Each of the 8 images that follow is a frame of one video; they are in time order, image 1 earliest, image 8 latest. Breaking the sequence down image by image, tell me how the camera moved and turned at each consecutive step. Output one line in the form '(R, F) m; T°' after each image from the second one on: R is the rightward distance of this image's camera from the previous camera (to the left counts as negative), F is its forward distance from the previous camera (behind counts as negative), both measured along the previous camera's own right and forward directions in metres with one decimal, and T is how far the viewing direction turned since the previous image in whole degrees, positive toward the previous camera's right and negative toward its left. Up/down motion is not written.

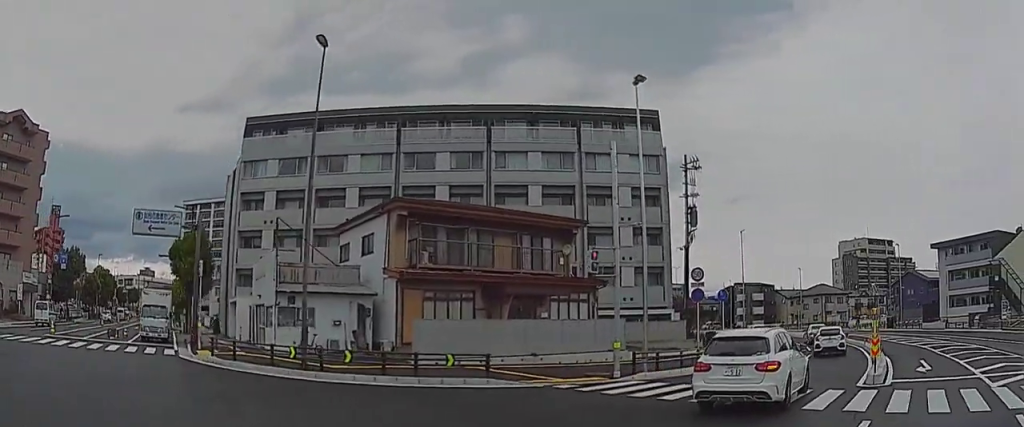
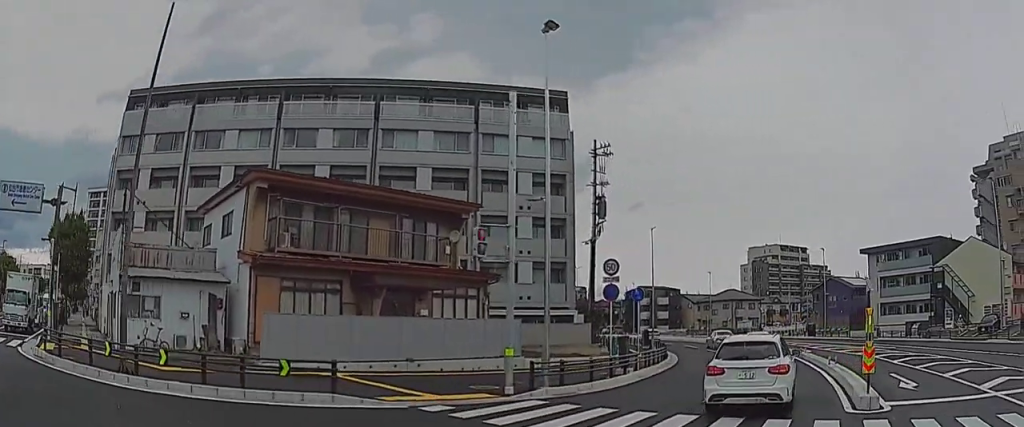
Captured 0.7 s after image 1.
(+0.7, +4.4) m; +9°
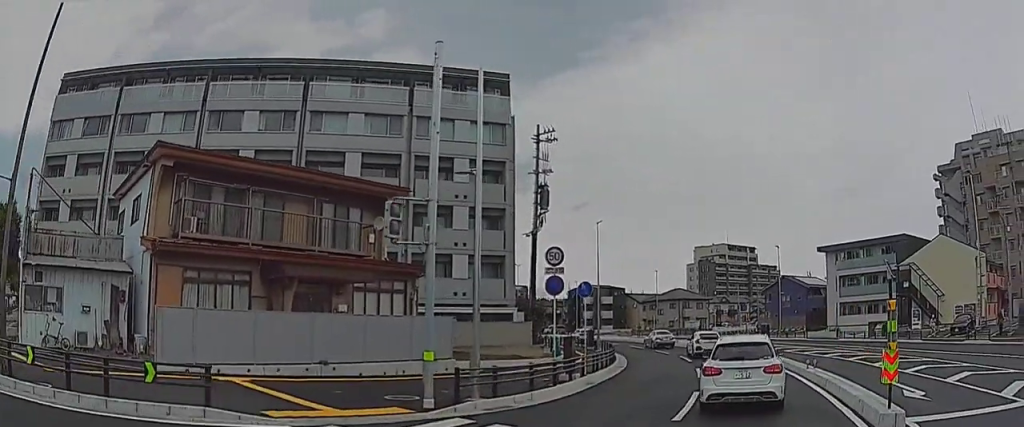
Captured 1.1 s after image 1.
(0.0, +2.6) m; 0°
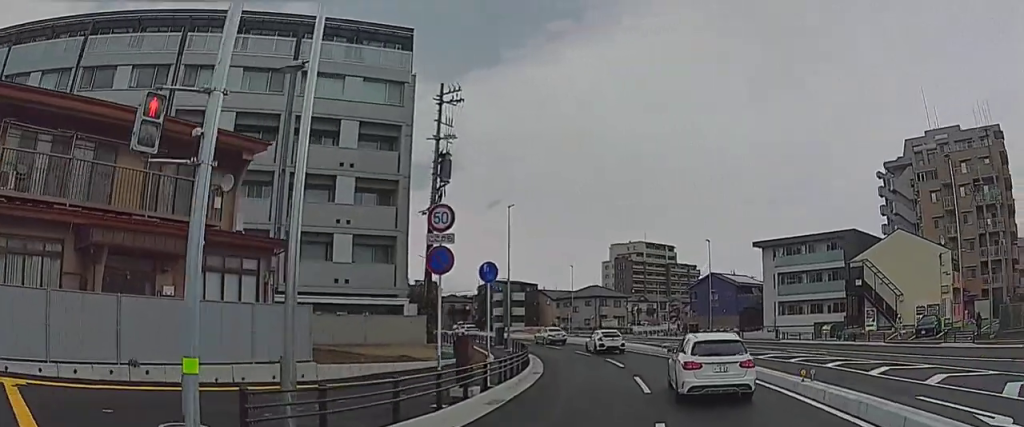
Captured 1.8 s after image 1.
(0.0, +4.8) m; +3°
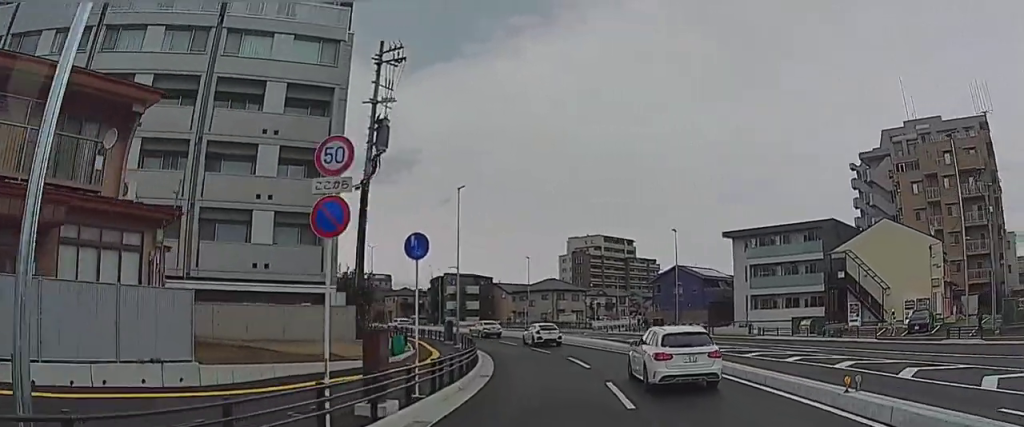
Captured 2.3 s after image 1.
(-0.1, +3.4) m; +4°
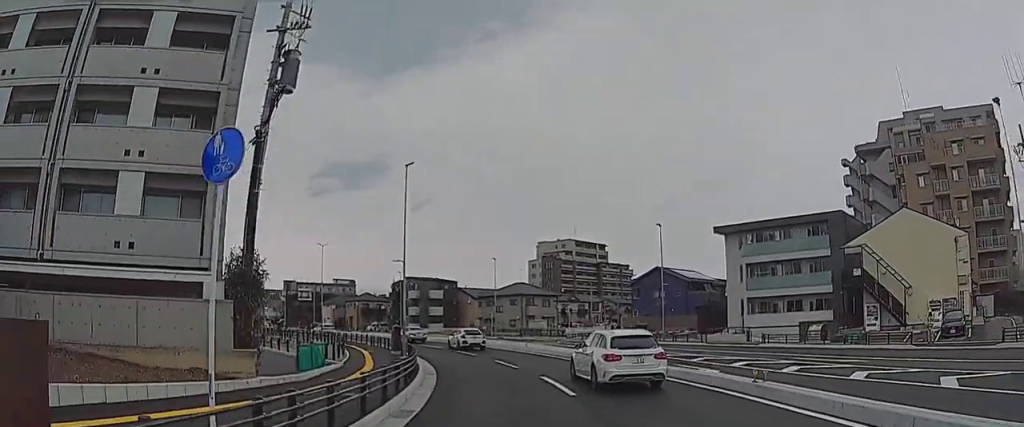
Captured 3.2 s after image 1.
(+0.5, +5.3) m; +4°
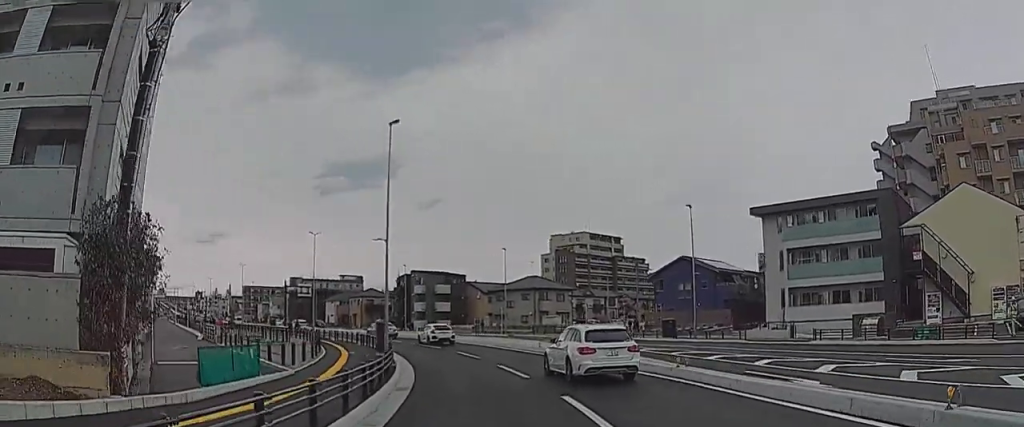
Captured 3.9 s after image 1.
(+0.1, +4.7) m; +1°
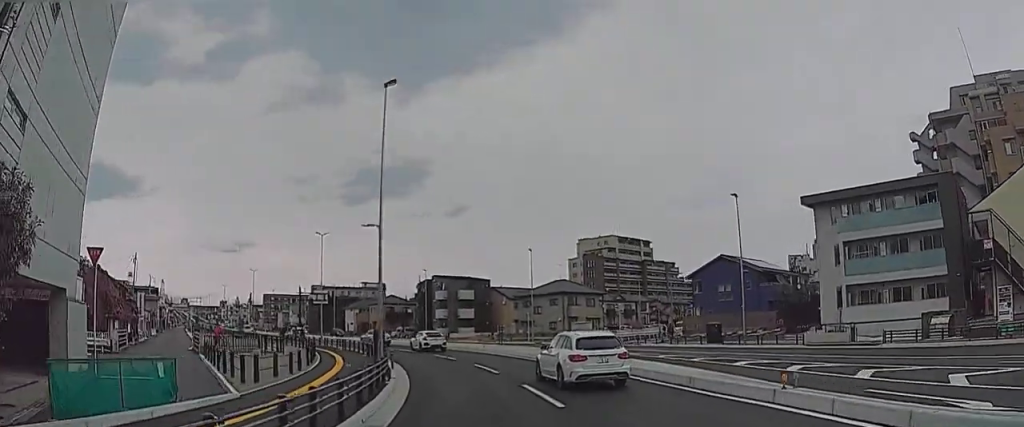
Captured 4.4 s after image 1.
(-0.2, +3.7) m; 0°
